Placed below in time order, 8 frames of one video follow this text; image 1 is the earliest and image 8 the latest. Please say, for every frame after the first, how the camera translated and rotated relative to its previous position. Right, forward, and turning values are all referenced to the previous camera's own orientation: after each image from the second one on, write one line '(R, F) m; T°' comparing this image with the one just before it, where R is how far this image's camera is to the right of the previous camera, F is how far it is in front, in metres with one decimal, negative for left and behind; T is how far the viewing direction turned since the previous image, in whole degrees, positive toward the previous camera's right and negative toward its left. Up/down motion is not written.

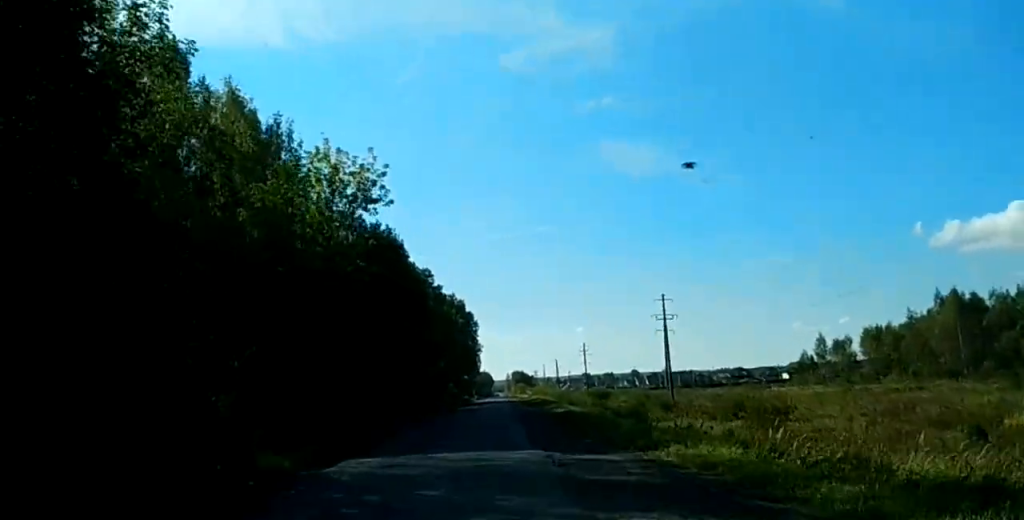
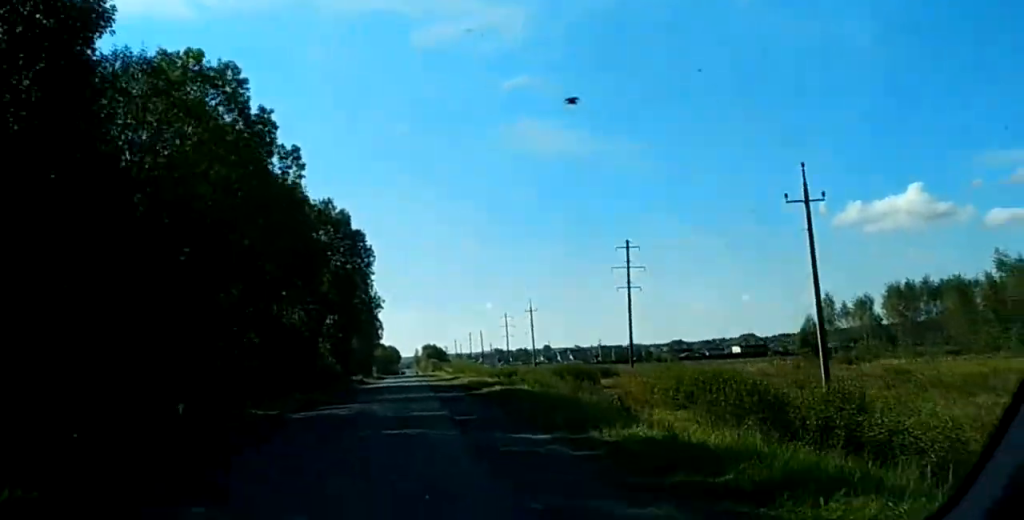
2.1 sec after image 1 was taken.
(0.0, +51.5) m; 0°
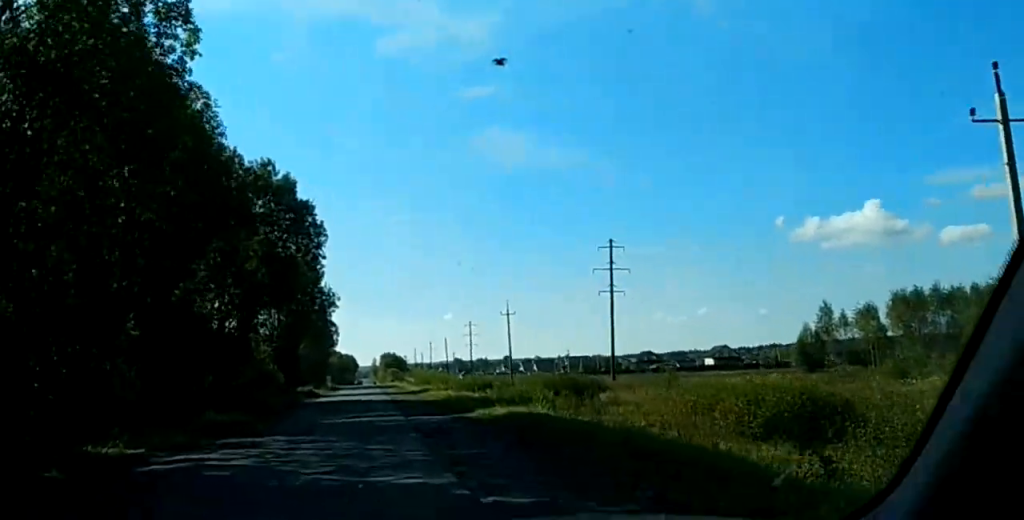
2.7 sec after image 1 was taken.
(+0.1, +14.9) m; 0°
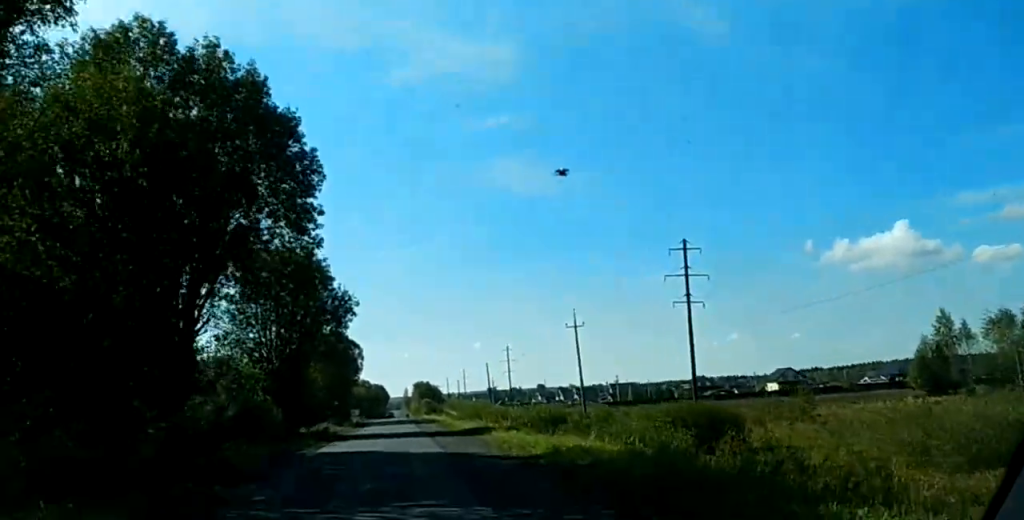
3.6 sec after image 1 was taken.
(-0.2, +22.7) m; -1°
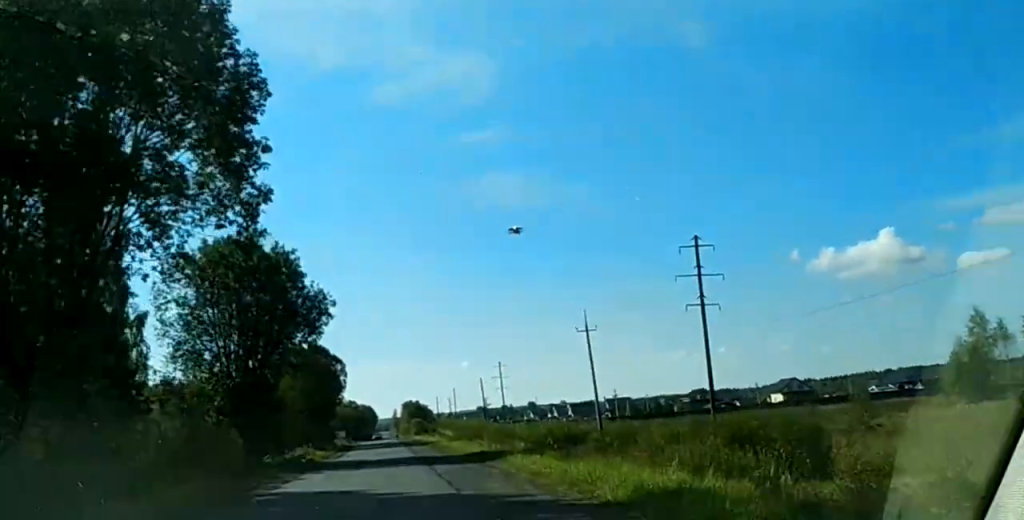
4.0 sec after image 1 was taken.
(0.0, +9.7) m; 0°
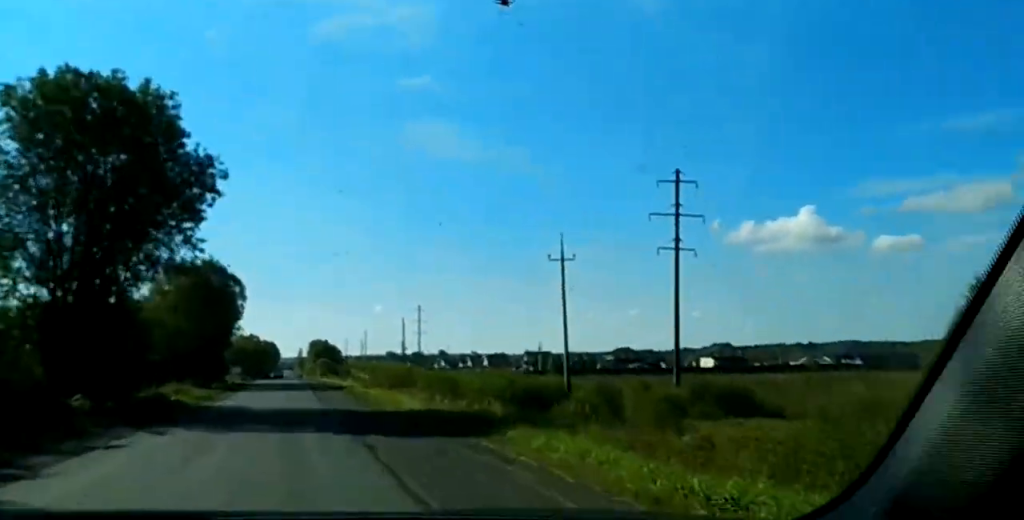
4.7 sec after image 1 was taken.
(0.0, +16.4) m; -1°
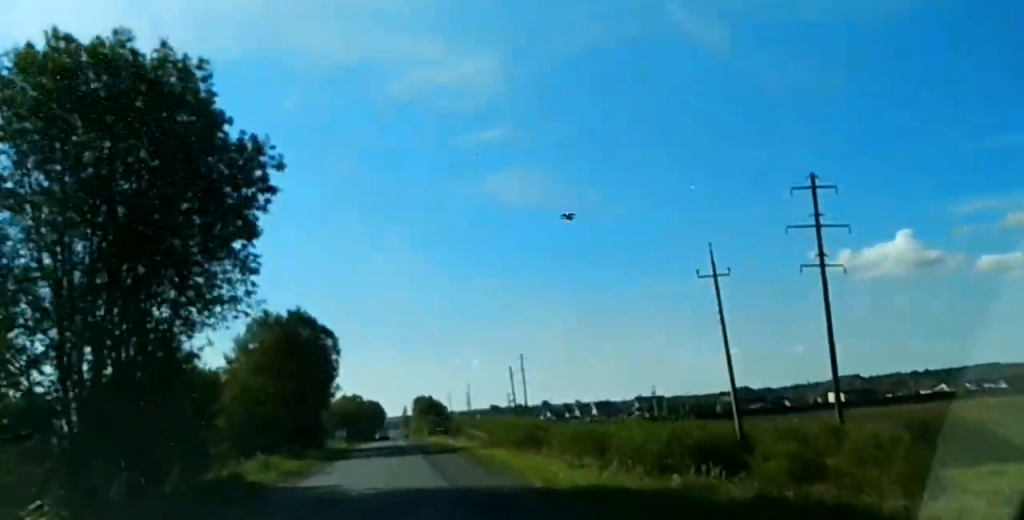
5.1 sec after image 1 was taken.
(-0.1, +10.4) m; 0°
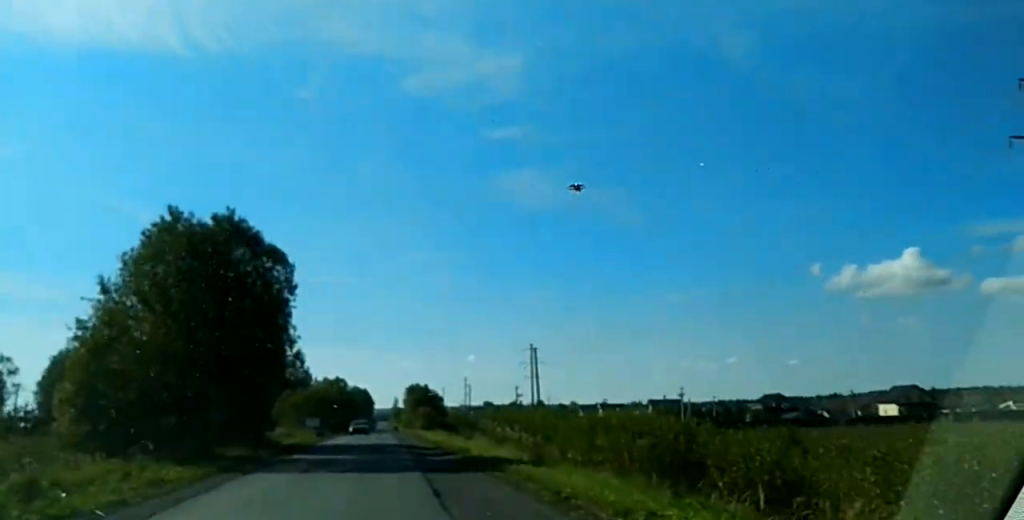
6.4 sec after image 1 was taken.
(-0.1, +28.8) m; +1°
